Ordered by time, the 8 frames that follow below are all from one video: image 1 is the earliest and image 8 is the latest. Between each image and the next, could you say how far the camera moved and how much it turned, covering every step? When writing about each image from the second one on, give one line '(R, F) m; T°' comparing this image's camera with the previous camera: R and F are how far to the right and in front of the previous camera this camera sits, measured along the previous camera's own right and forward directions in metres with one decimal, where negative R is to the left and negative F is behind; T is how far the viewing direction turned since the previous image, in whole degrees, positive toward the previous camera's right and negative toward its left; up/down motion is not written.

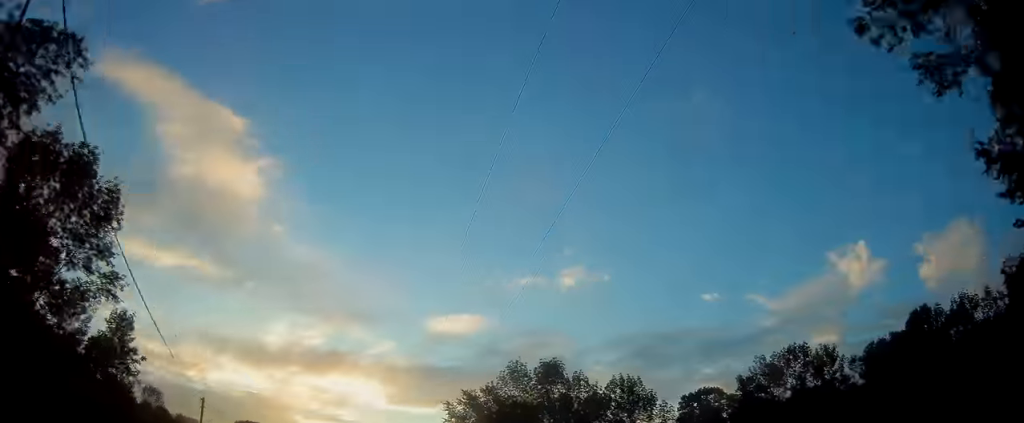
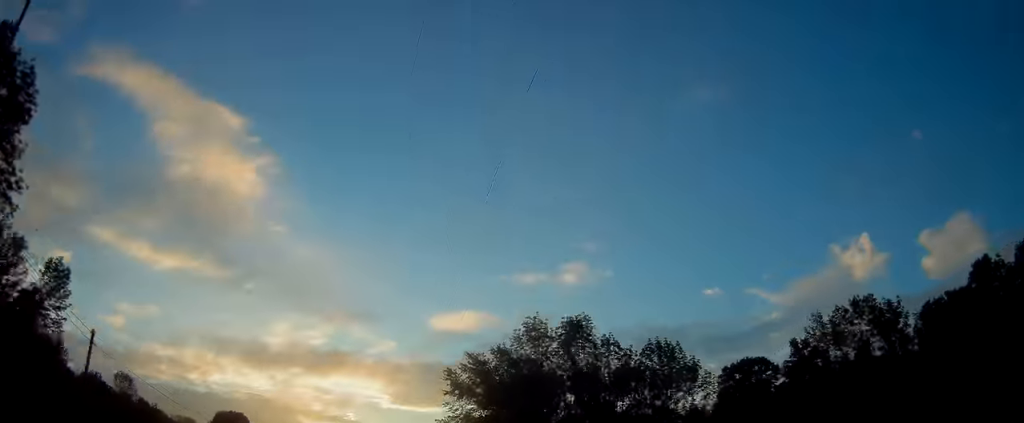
(+0.1, +13.3) m; -1°
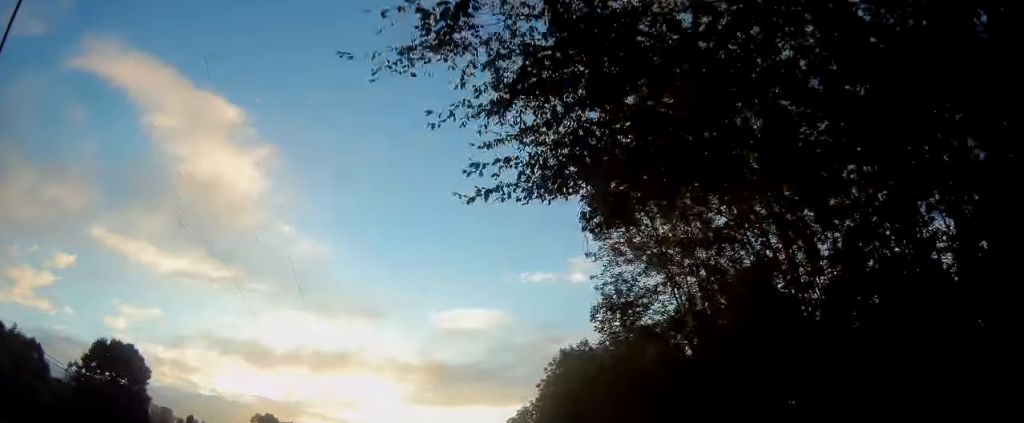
(-0.8, +47.1) m; -2°
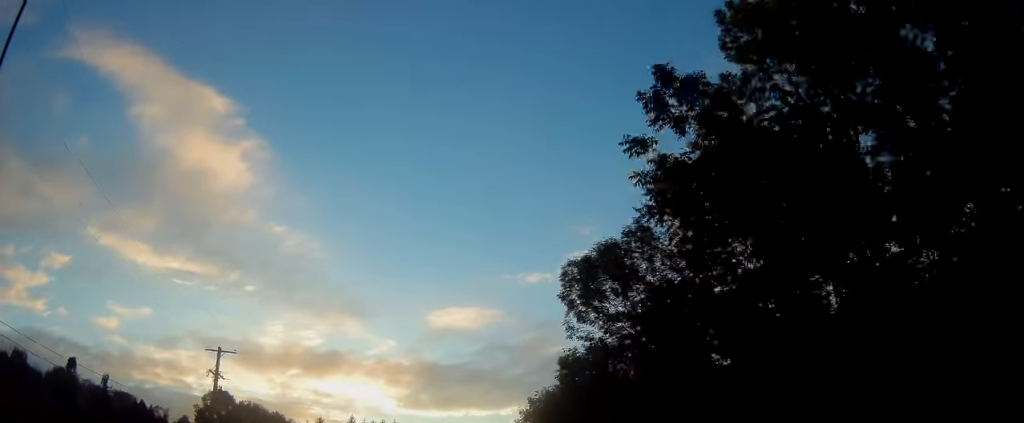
(-0.3, +42.6) m; +1°
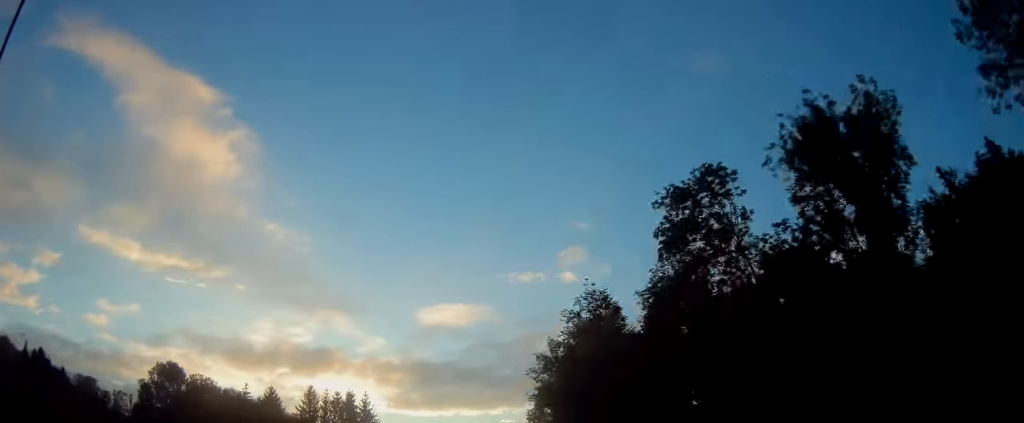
(+0.6, +31.0) m; +1°
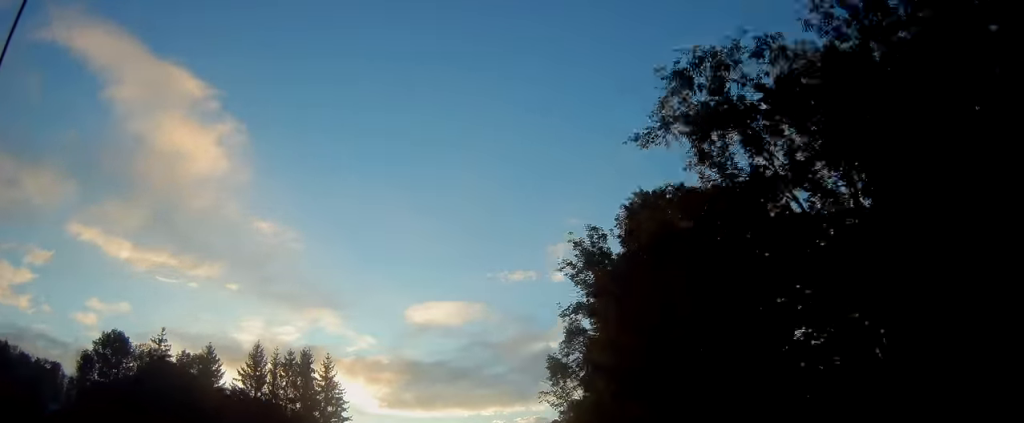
(0.0, +25.7) m; 0°
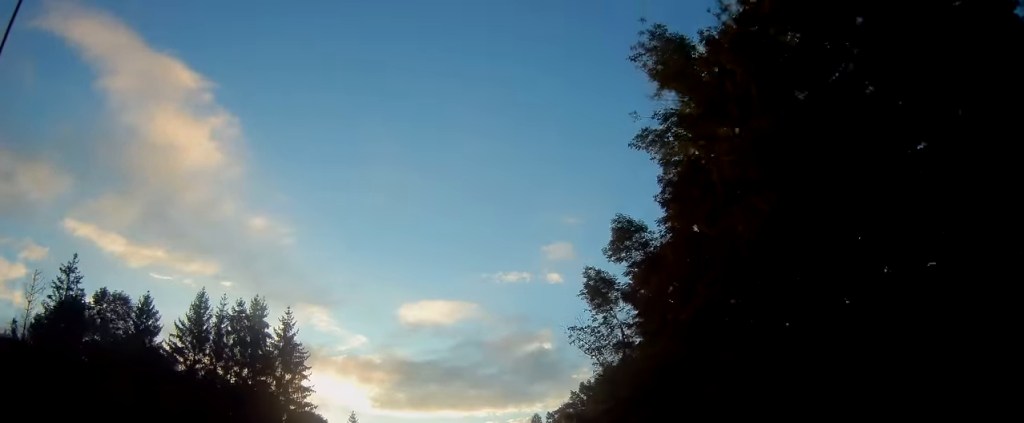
(-0.1, +18.6) m; 0°
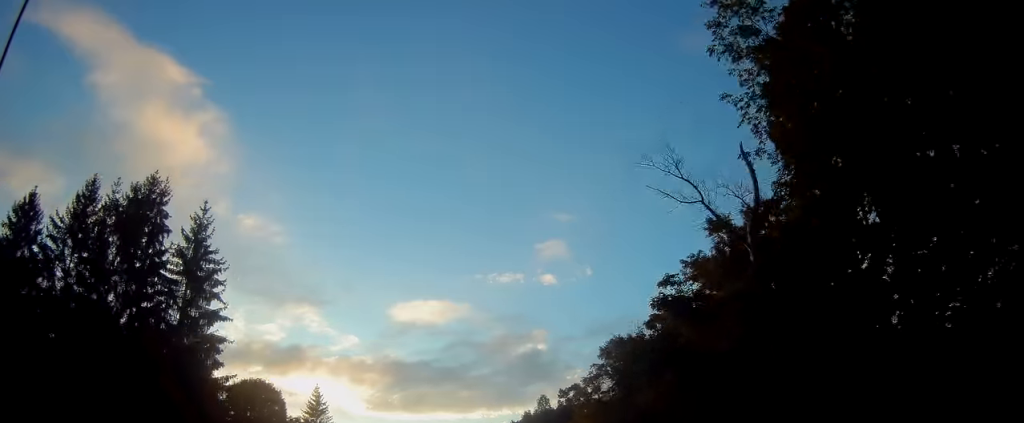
(+0.2, +24.8) m; +1°
